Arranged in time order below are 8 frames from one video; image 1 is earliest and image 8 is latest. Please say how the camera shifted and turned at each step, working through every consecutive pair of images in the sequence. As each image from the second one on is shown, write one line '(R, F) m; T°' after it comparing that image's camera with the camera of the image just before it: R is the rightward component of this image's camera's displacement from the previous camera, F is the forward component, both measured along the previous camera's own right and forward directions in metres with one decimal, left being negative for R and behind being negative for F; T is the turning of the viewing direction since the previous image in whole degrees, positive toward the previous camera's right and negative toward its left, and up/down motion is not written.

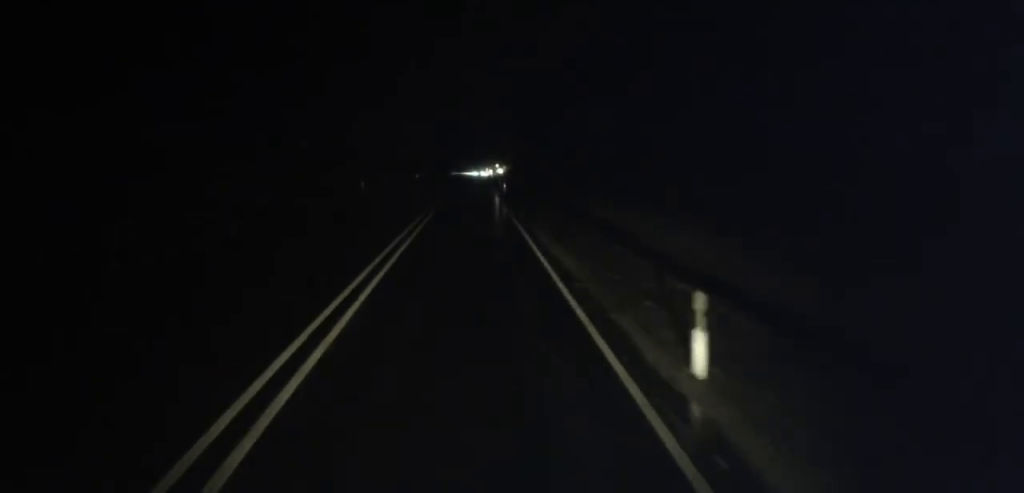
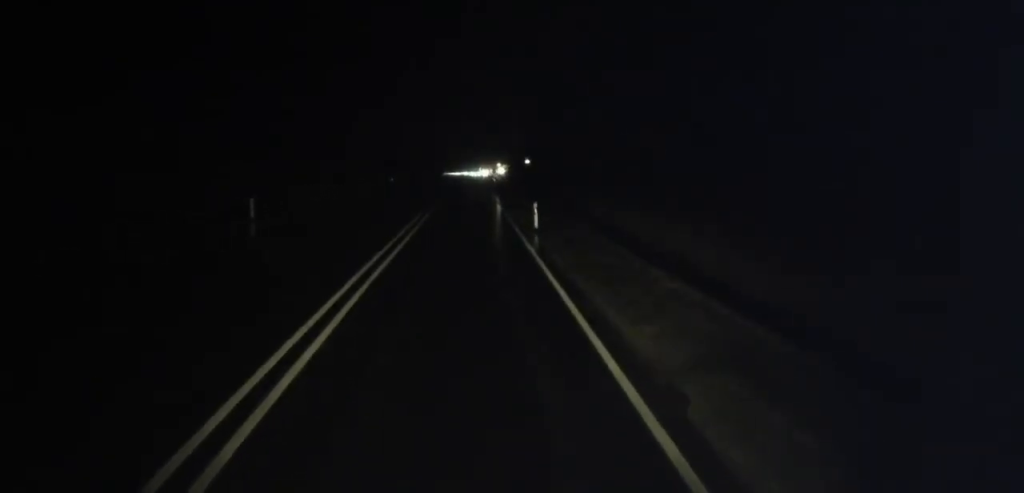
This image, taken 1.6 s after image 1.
(-0.3, +29.1) m; -1°
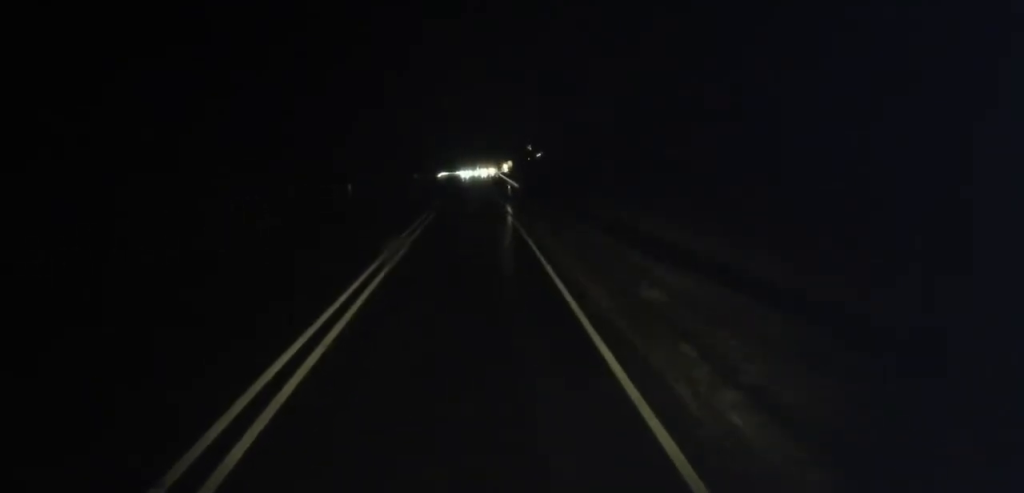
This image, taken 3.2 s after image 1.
(0.0, +28.6) m; +1°
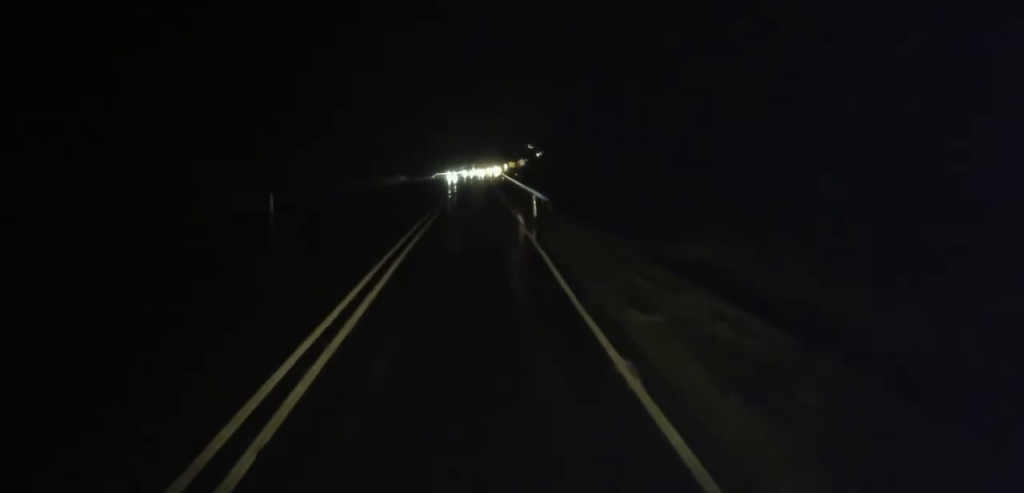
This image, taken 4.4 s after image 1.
(+0.3, +20.4) m; 0°
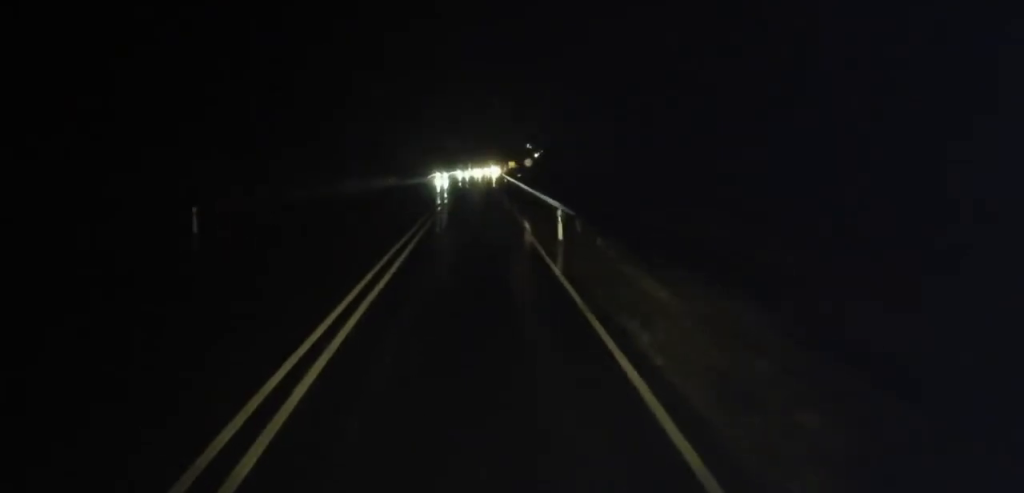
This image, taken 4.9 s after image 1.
(-0.1, +9.0) m; 0°
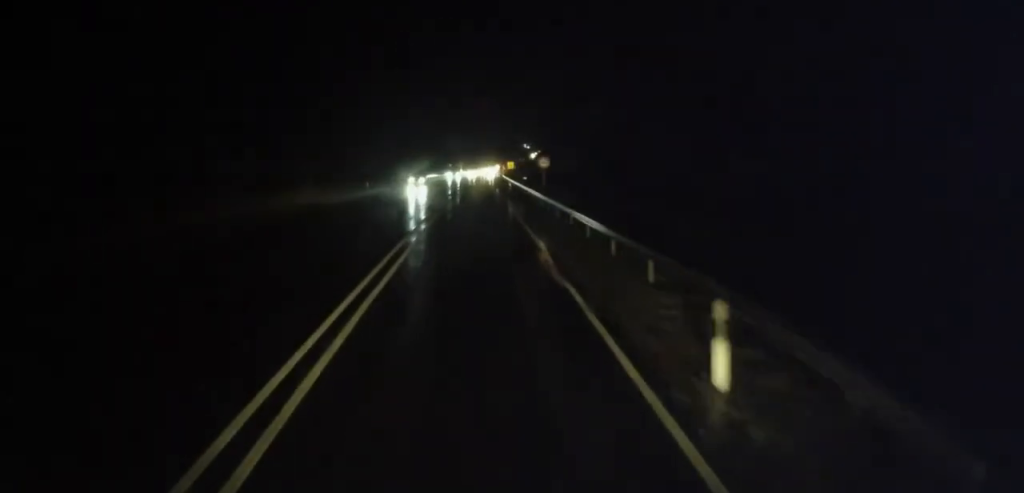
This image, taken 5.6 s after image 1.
(-0.2, +13.9) m; 0°
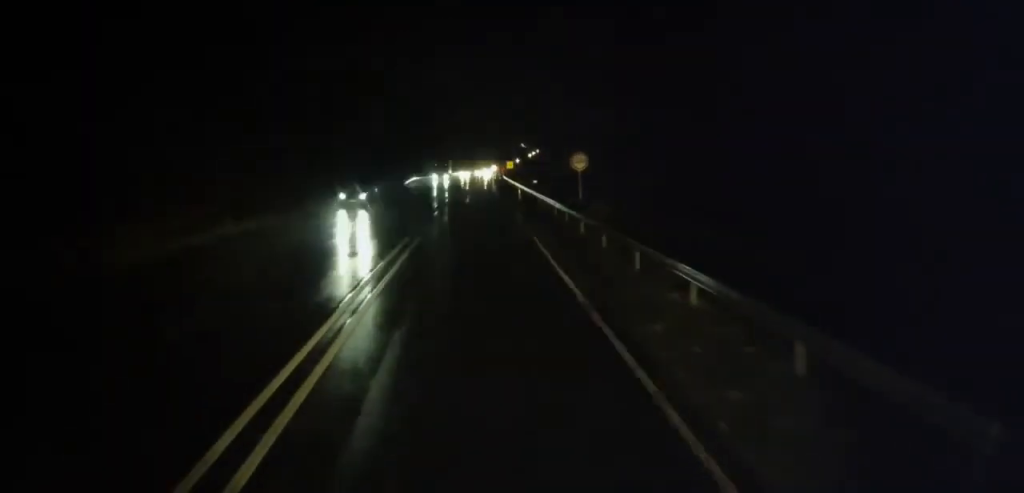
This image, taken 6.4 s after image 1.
(+0.3, +14.5) m; +1°
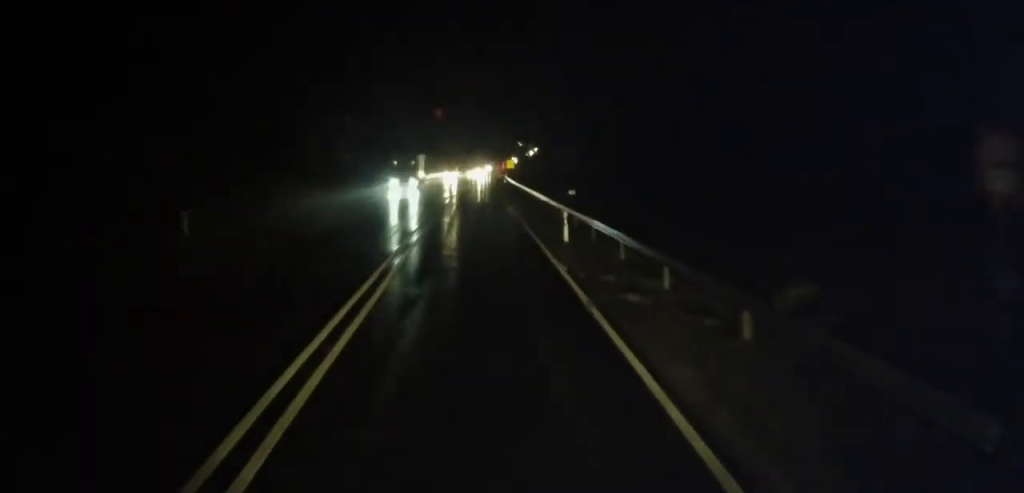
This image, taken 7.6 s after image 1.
(-0.1, +22.0) m; 0°
